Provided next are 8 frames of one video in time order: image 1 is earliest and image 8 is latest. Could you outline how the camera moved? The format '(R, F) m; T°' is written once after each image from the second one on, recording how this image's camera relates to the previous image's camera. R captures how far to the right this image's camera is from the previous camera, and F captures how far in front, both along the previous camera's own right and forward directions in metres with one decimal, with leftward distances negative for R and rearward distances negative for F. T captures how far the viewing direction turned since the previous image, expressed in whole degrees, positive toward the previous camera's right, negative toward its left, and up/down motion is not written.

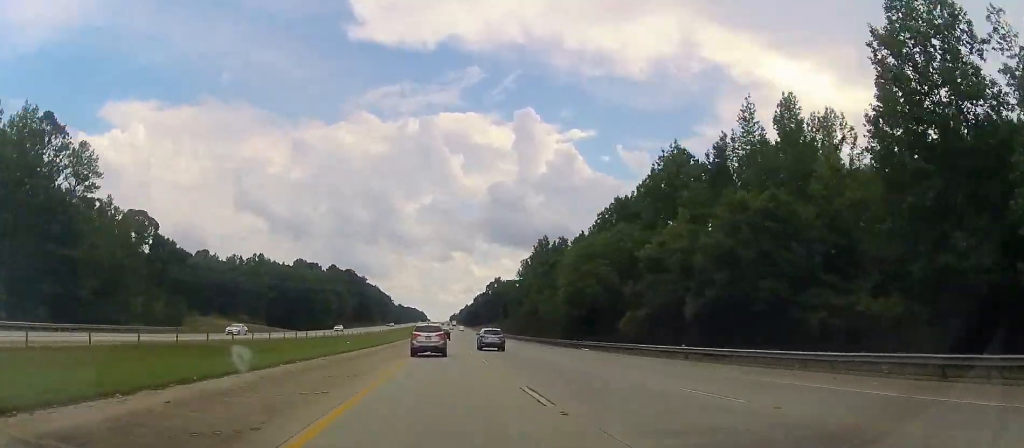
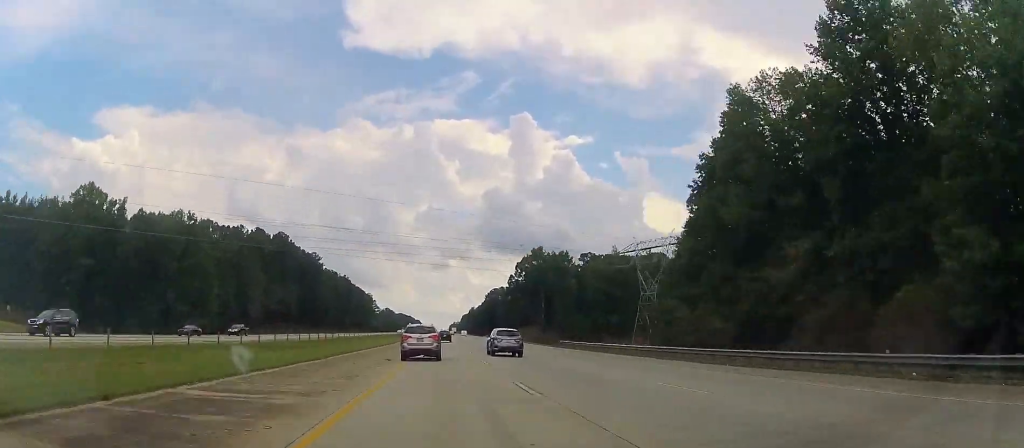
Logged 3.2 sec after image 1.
(-0.2, +118.7) m; 0°
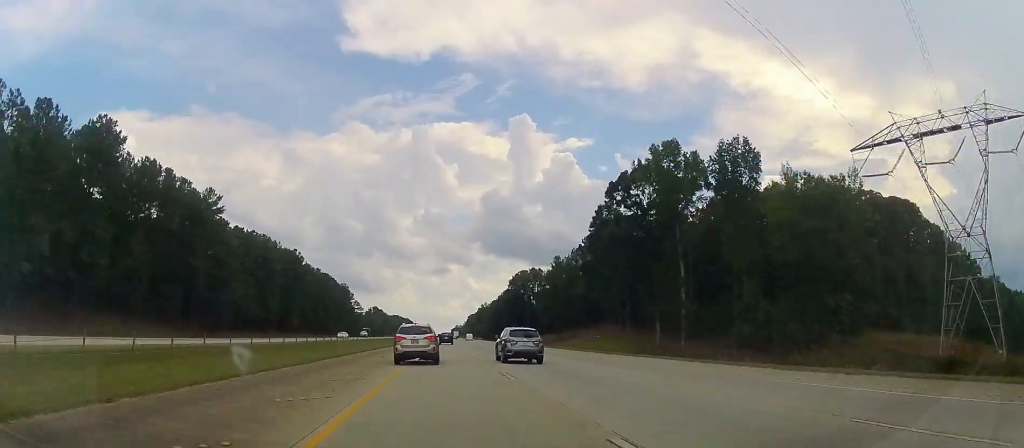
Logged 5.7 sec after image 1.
(+0.3, +99.5) m; 0°
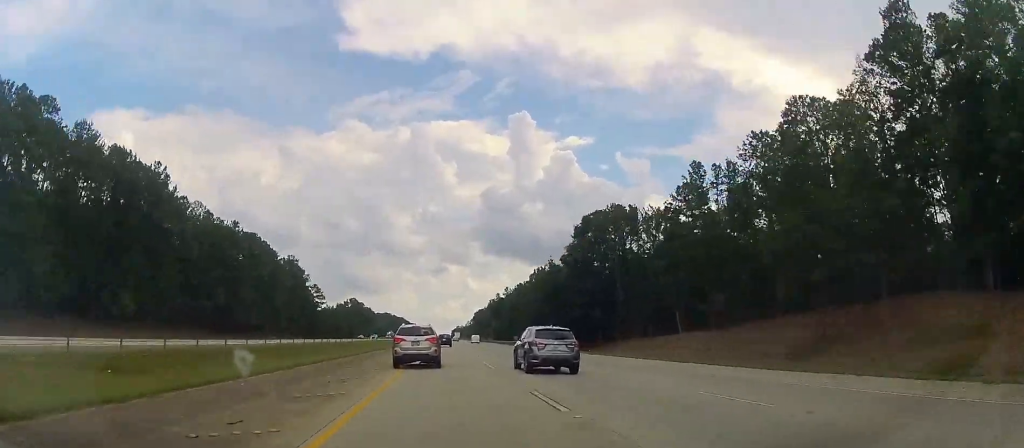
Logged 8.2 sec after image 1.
(-0.2, +104.5) m; 0°
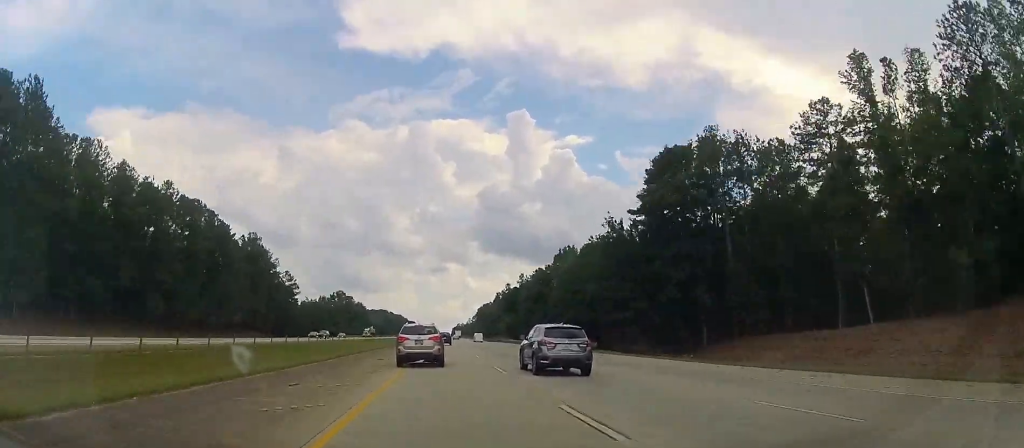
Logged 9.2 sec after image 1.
(0.0, +42.4) m; 0°
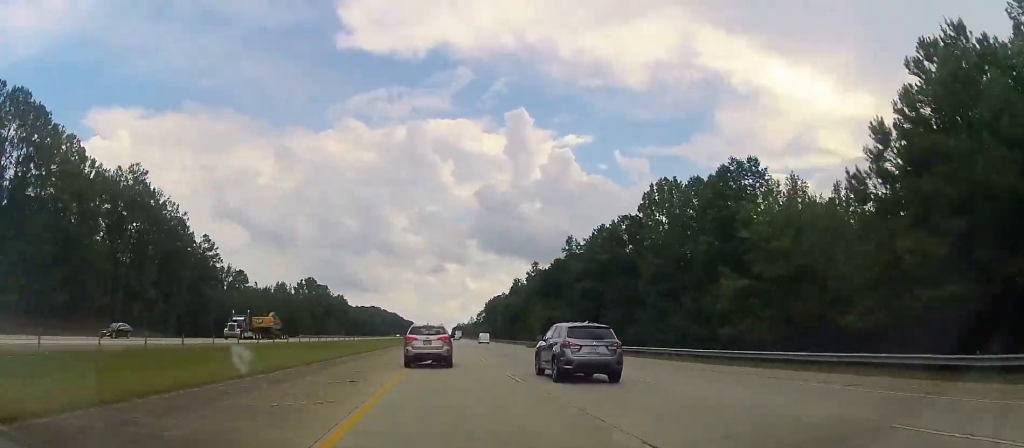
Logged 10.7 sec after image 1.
(-0.1, +66.0) m; 0°
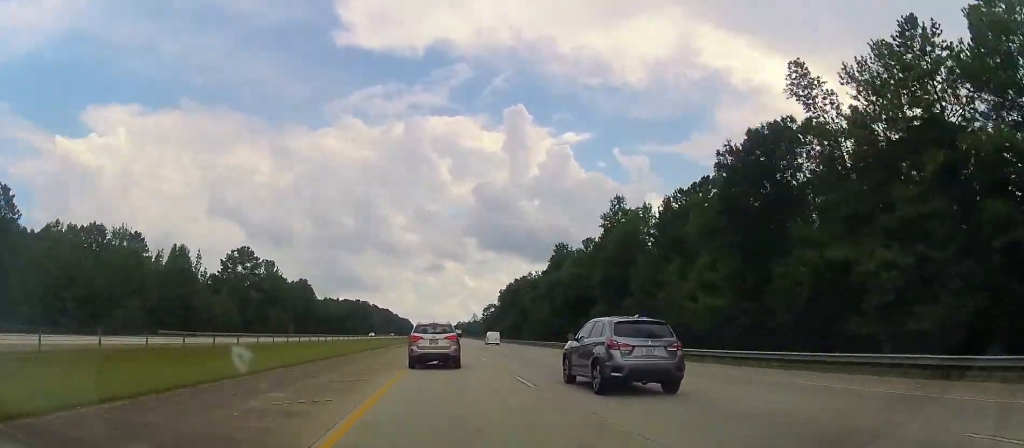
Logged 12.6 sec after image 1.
(0.0, +76.3) m; 0°
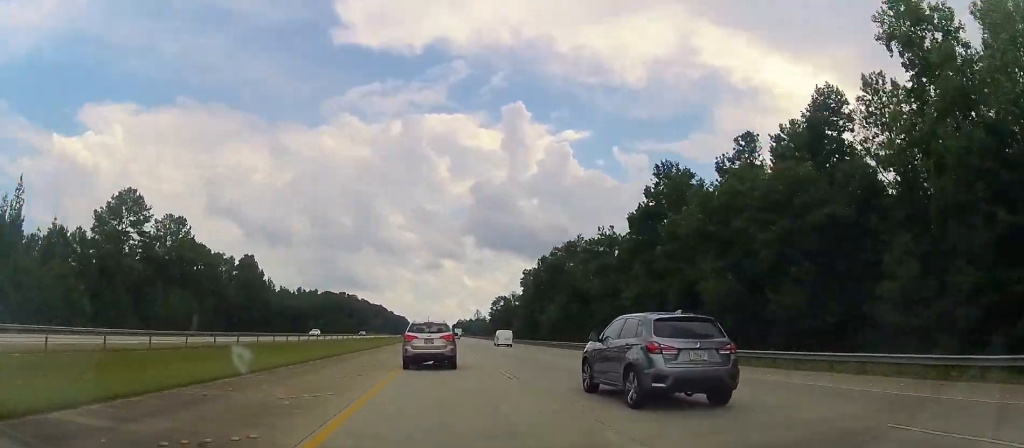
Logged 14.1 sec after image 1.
(+0.1, +62.7) m; 0°
